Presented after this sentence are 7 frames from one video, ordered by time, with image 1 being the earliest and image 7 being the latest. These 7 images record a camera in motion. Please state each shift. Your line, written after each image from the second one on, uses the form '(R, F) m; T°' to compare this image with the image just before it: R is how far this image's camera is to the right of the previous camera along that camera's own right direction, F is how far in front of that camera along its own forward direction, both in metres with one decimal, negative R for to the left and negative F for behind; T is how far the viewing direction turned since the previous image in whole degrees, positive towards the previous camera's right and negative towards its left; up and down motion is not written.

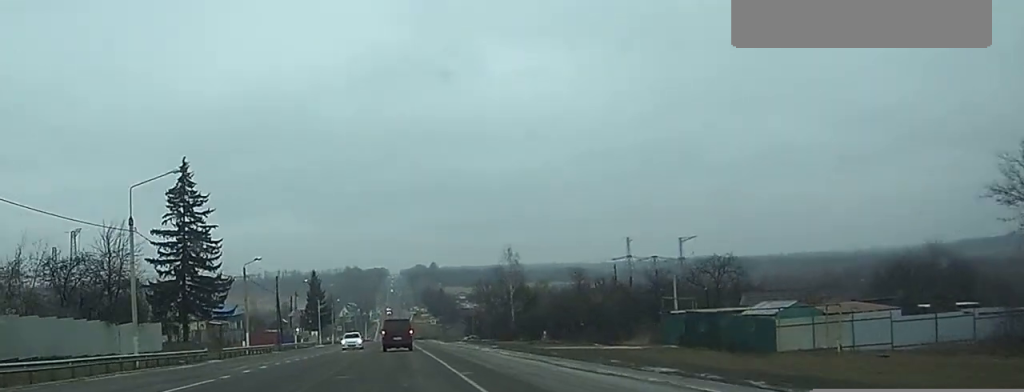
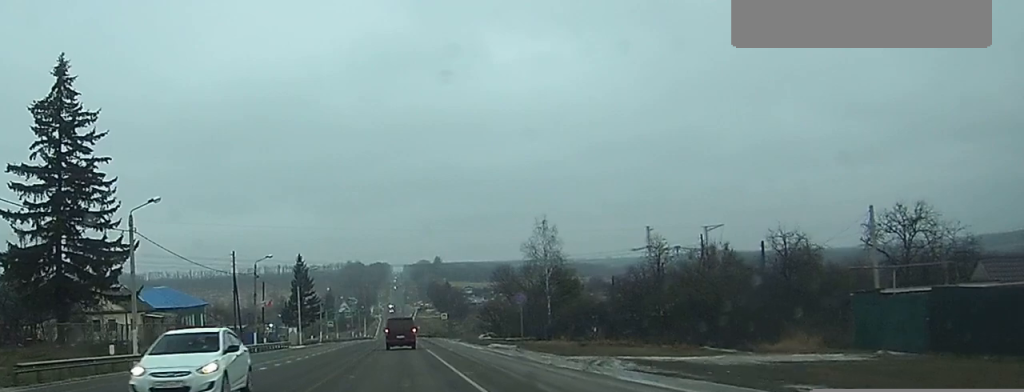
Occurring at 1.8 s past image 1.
(-0.1, +32.6) m; 0°
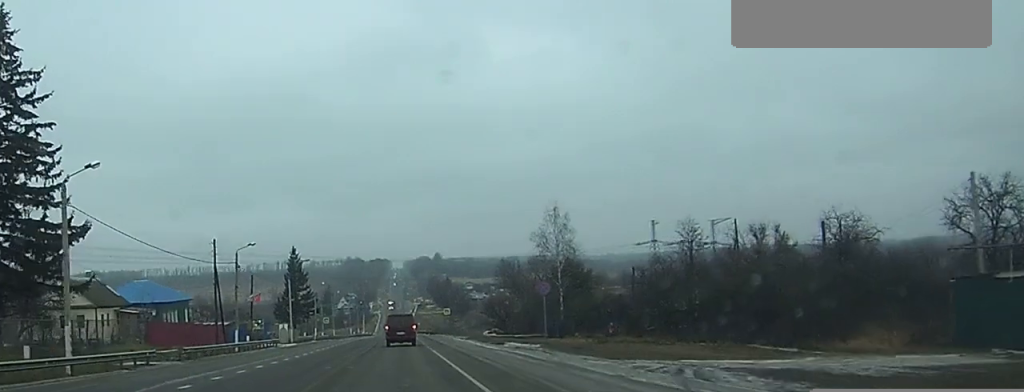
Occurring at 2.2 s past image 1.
(0.0, +8.7) m; 0°
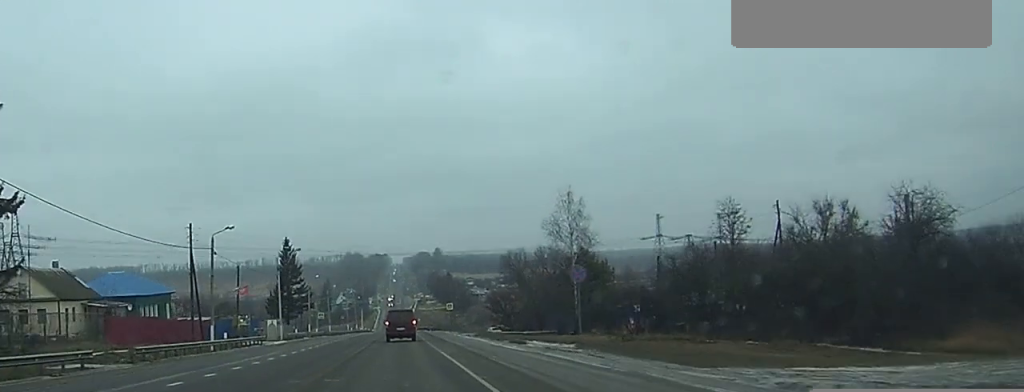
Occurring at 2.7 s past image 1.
(0.0, +8.8) m; 0°
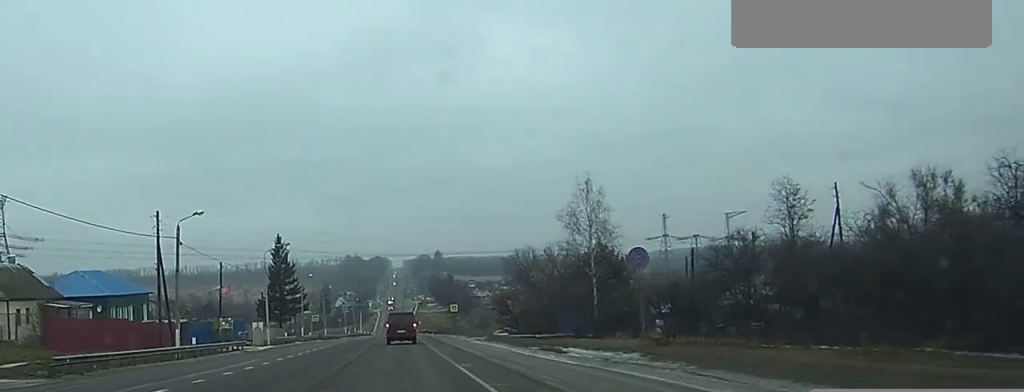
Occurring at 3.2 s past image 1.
(0.0, +9.5) m; 0°
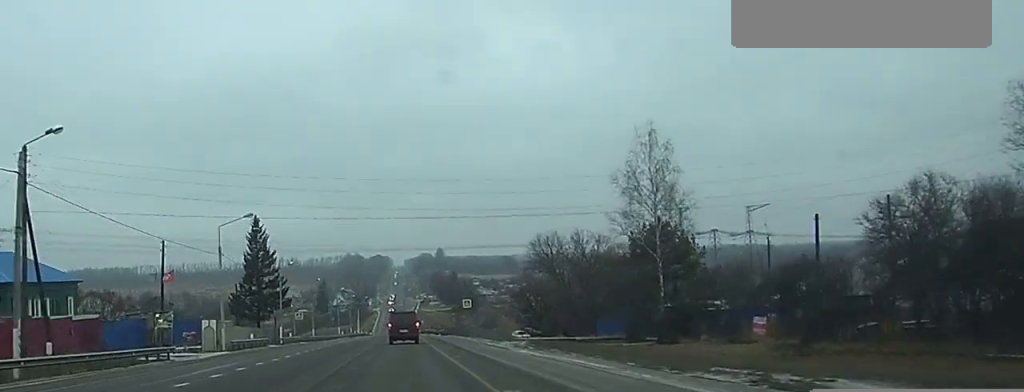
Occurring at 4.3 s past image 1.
(+0.1, +21.7) m; 0°
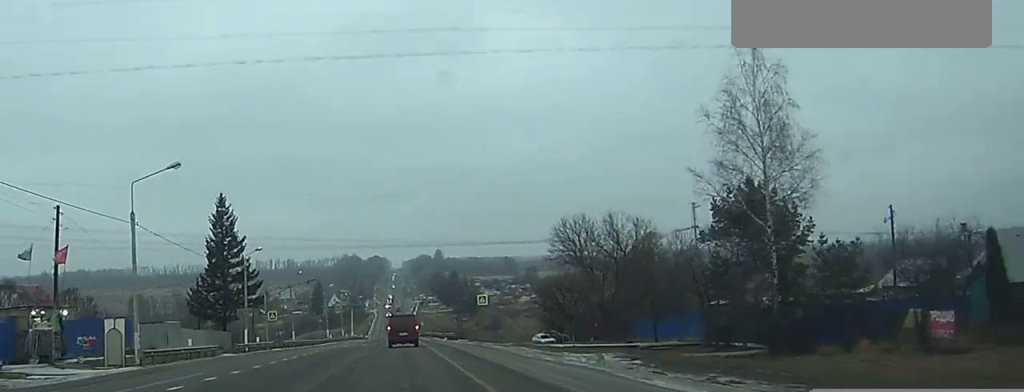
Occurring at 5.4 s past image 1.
(0.0, +20.6) m; 0°
